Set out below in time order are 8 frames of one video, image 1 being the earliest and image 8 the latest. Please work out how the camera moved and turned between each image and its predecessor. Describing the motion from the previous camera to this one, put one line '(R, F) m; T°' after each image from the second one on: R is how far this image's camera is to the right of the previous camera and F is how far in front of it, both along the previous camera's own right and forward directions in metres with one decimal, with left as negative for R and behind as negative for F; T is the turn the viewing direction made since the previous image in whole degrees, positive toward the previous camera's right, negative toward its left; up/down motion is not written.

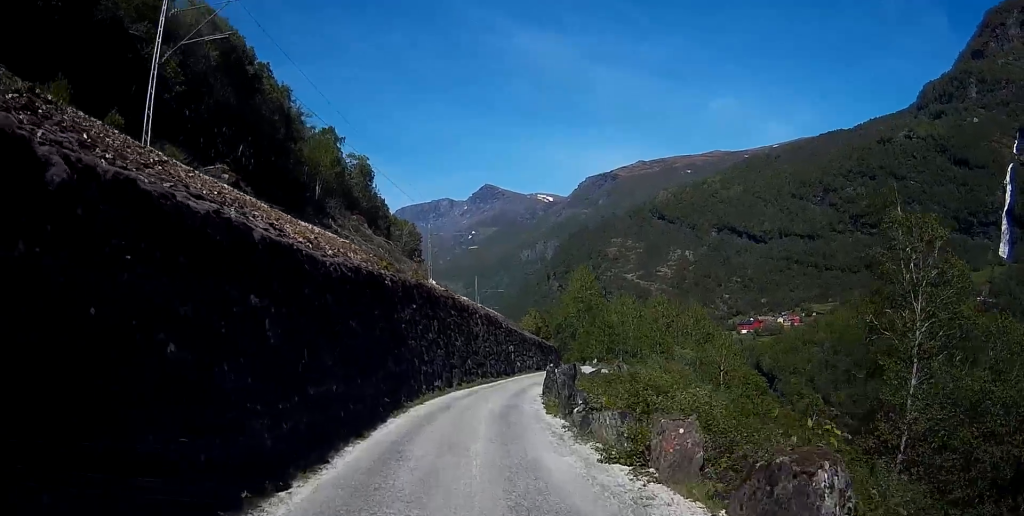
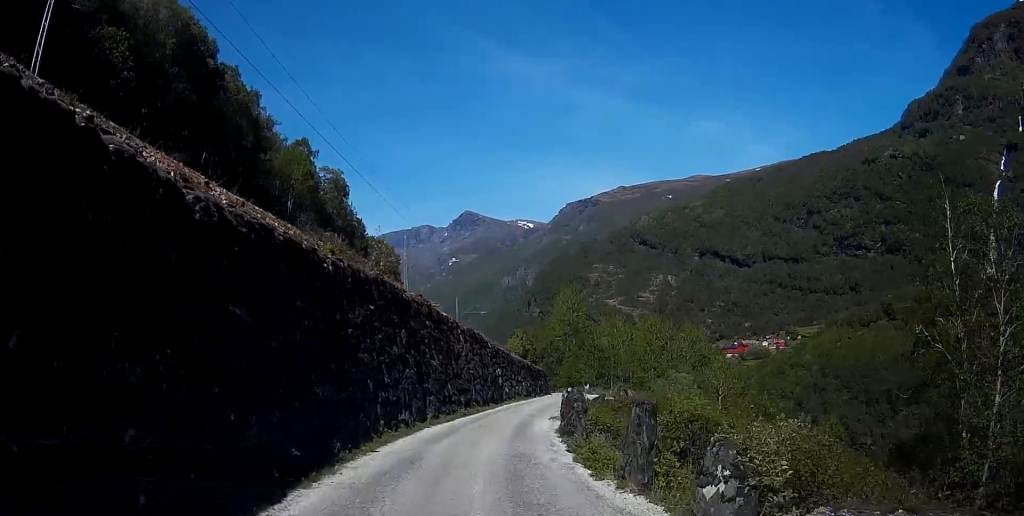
(0.0, +7.2) m; 0°
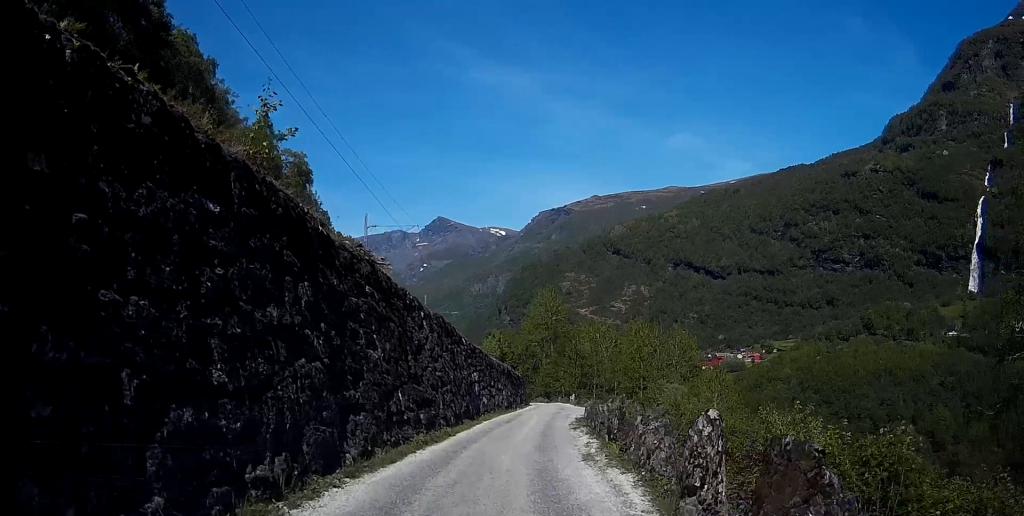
(+0.1, +10.2) m; +1°
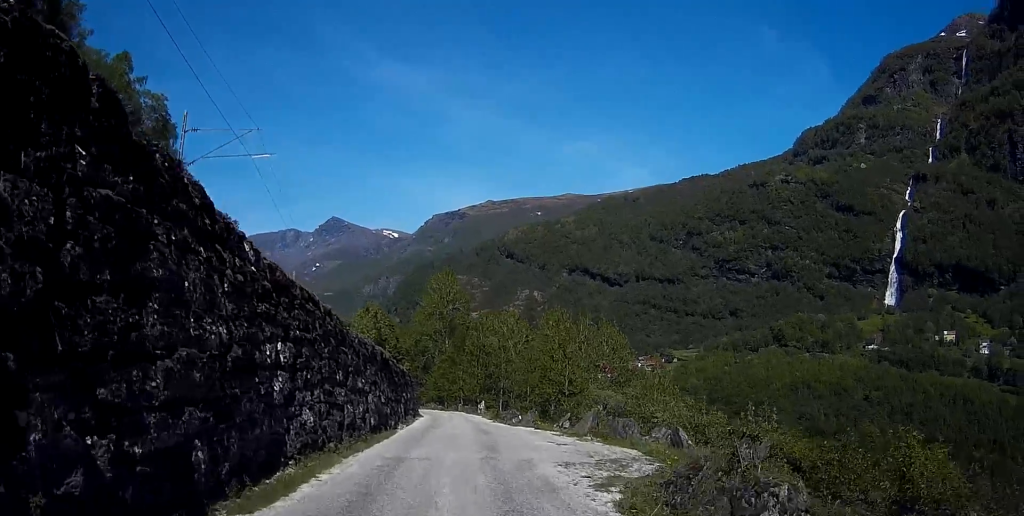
(+1.3, +21.0) m; +8°
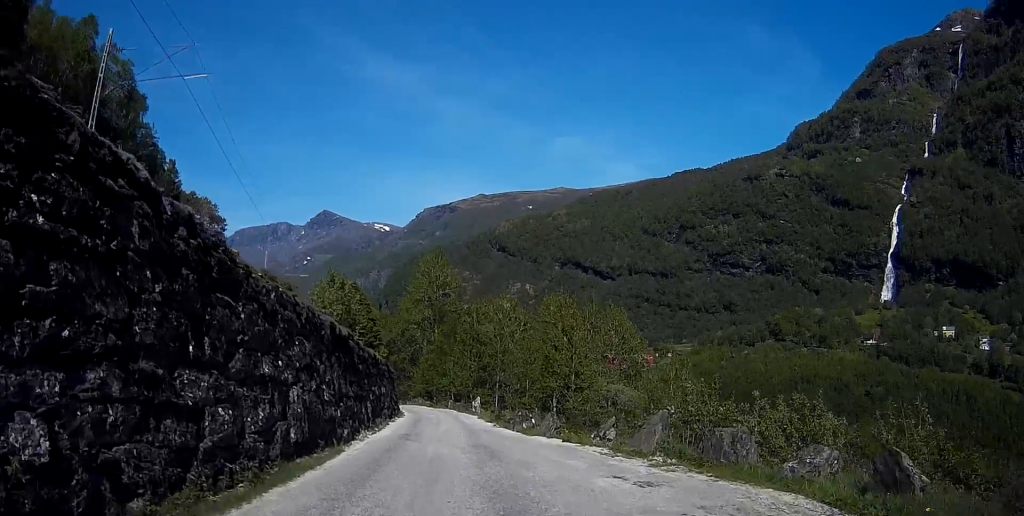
(+0.3, +9.0) m; +2°
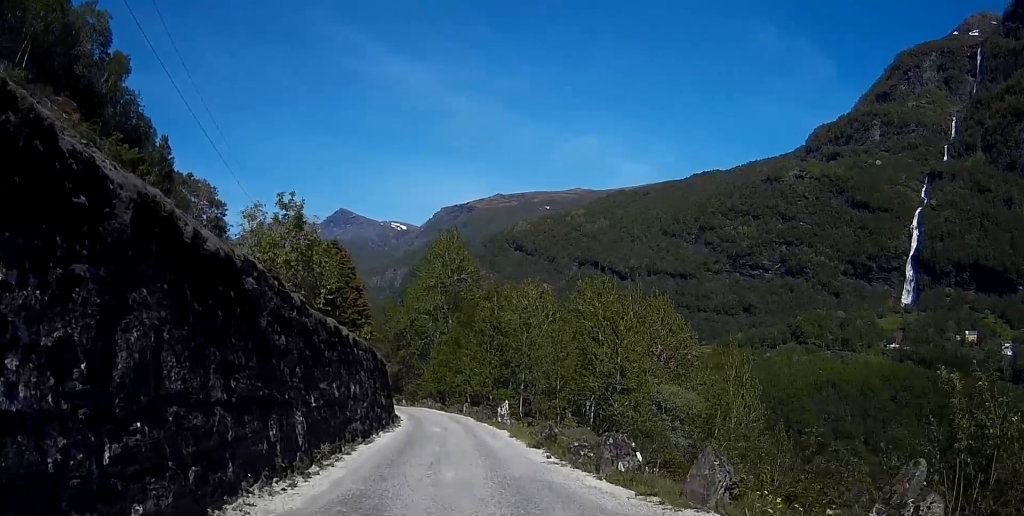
(0.0, +12.1) m; -1°
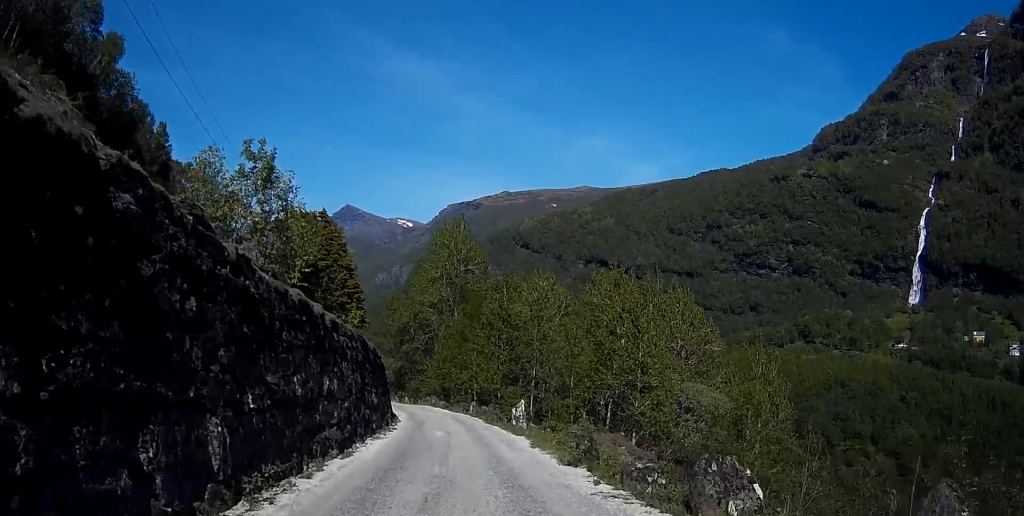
(0.0, +4.3) m; -1°
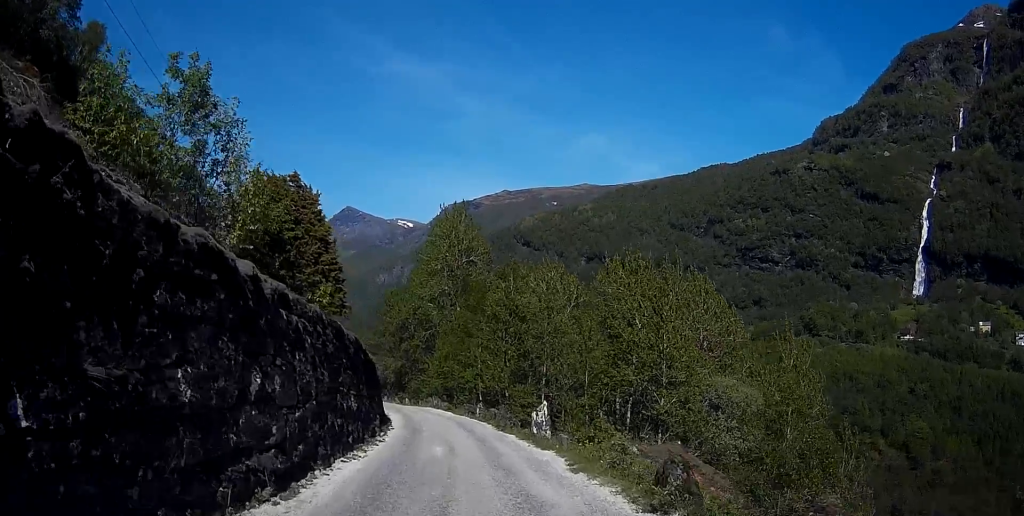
(-0.1, +4.8) m; -2°
